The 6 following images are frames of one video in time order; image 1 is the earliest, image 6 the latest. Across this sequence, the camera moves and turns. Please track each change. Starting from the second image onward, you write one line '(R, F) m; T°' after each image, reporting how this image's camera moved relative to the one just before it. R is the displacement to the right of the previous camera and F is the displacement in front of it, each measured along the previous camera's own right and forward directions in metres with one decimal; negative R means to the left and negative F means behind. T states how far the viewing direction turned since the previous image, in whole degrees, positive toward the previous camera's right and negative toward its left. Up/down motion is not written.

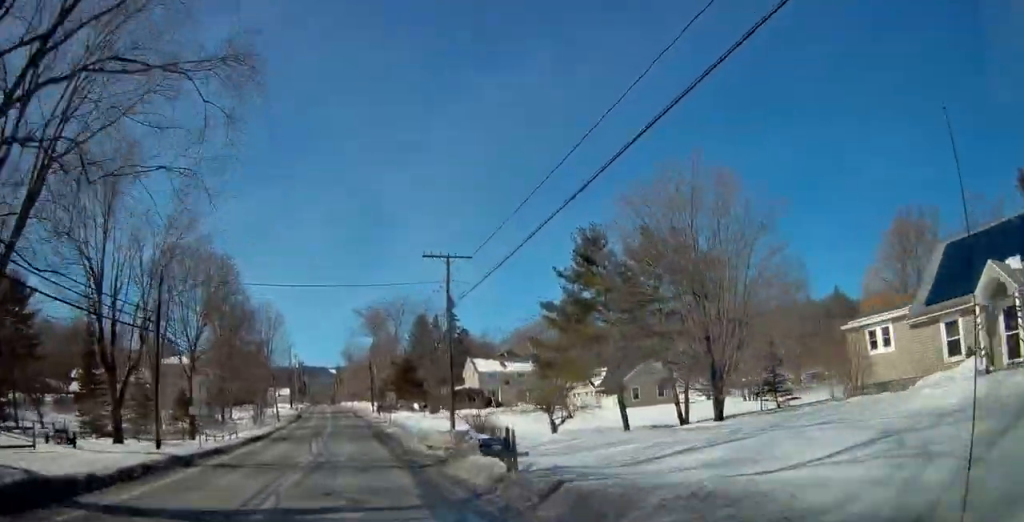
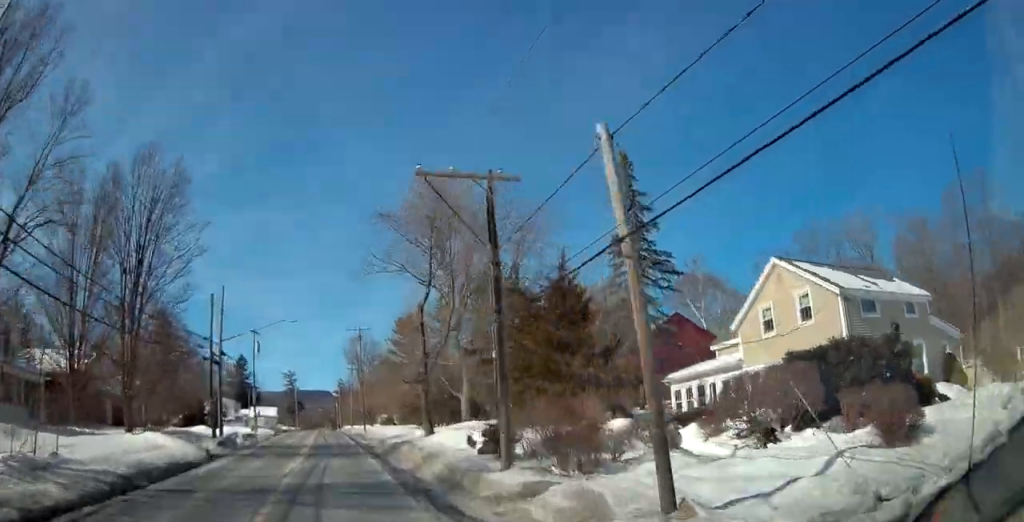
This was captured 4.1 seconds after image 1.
(-0.4, +55.8) m; 0°
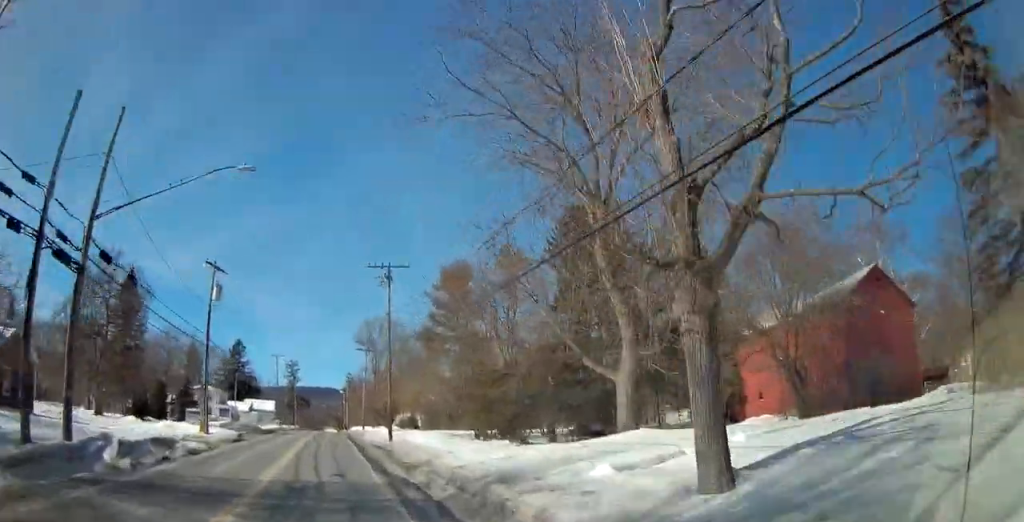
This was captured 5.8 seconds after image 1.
(-0.2, +23.6) m; -1°
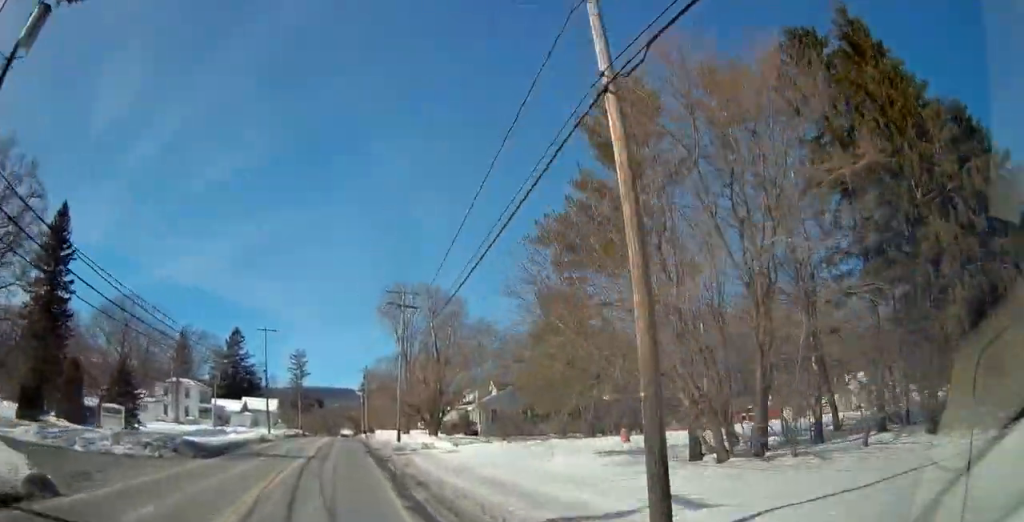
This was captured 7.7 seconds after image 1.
(-0.2, +26.5) m; 0°
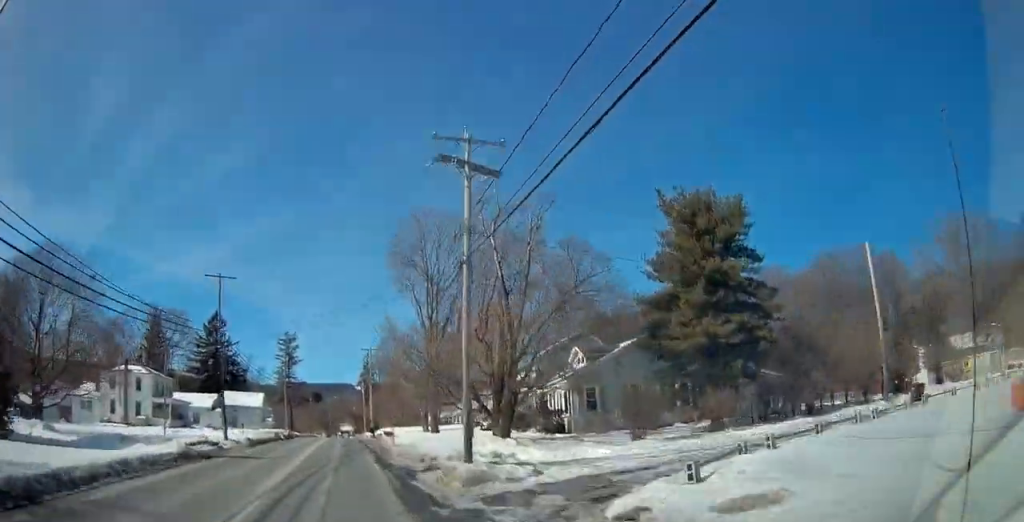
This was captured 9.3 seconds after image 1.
(0.0, +21.1) m; 0°
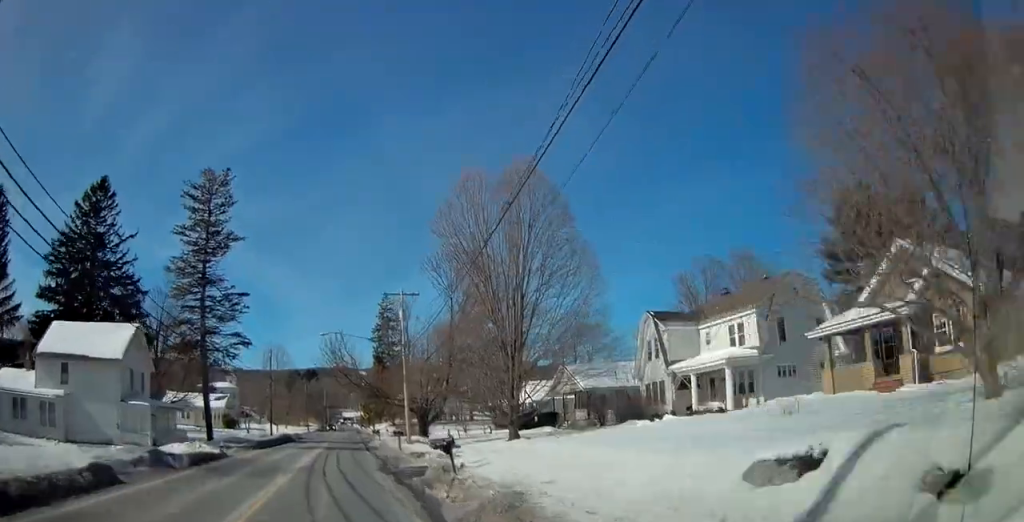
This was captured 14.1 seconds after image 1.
(-0.8, +68.4) m; -1°
